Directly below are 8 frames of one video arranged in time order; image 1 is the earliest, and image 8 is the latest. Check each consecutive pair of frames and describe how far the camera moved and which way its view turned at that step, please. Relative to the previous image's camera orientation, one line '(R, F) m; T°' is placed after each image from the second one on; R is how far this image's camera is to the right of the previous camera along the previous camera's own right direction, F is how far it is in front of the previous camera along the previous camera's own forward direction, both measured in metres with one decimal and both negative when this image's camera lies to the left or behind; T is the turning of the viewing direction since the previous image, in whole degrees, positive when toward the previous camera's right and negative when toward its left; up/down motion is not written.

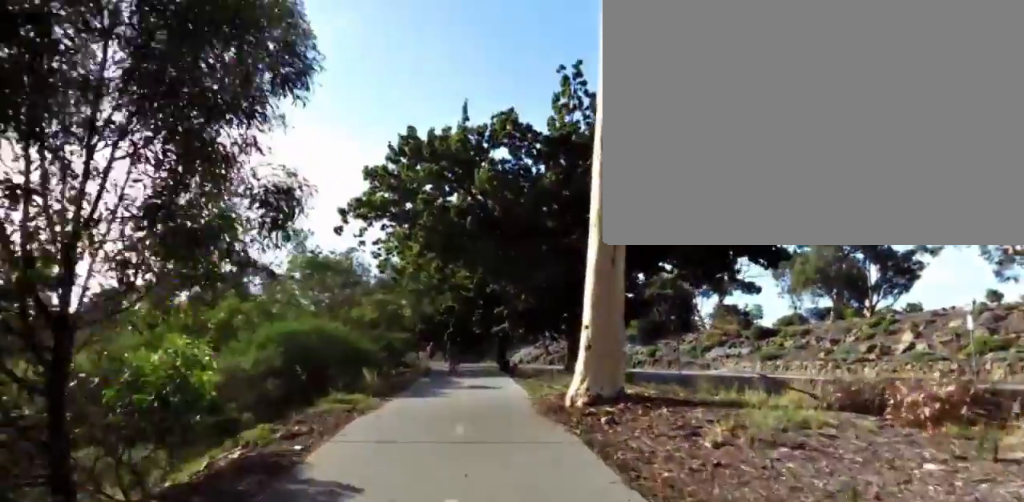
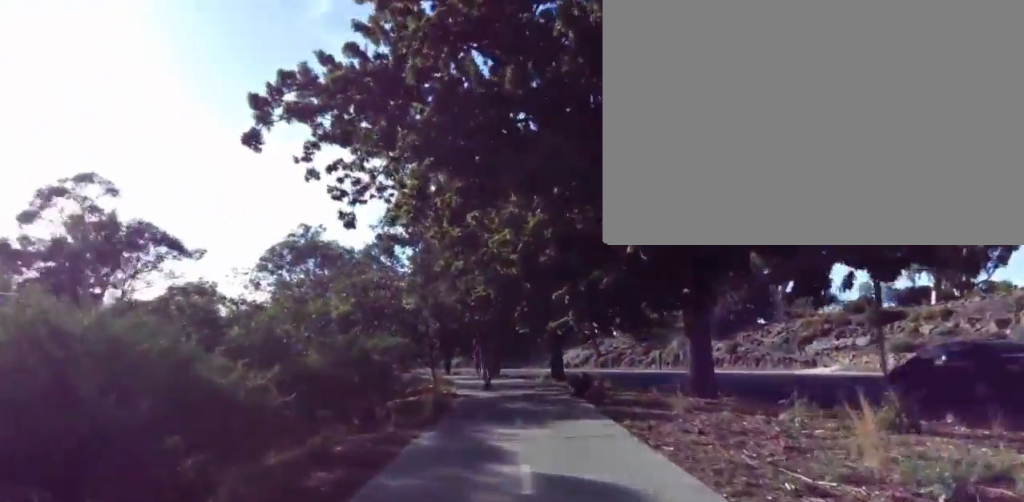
(-1.5, +8.8) m; -4°
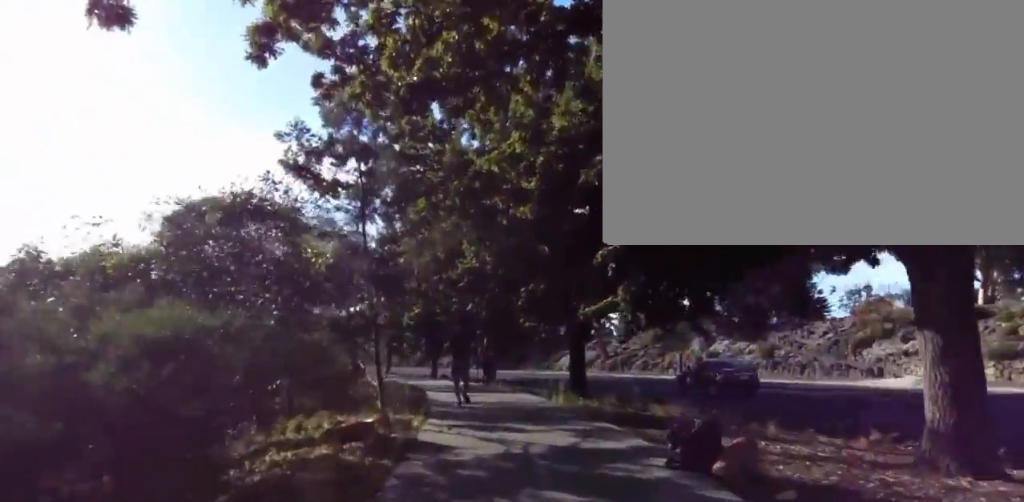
(+1.8, +7.4) m; +6°
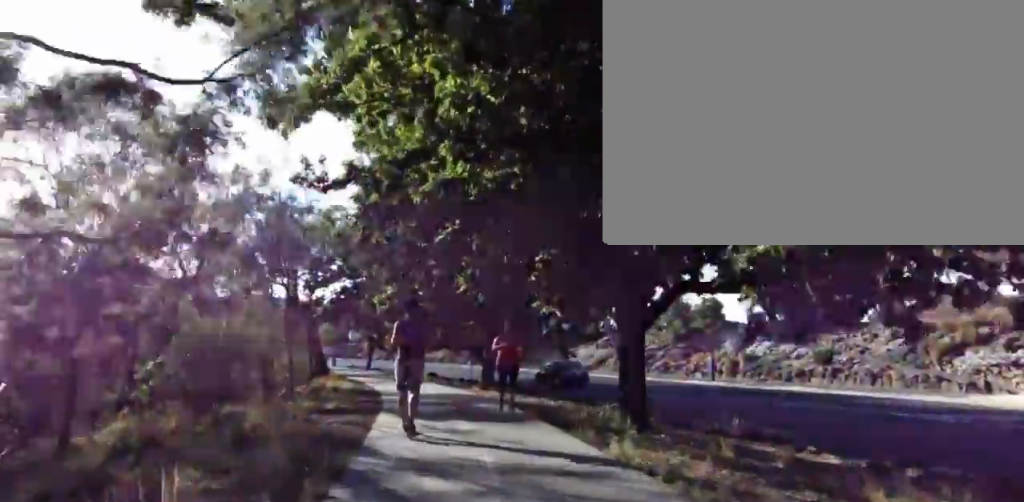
(-1.4, +7.7) m; -15°
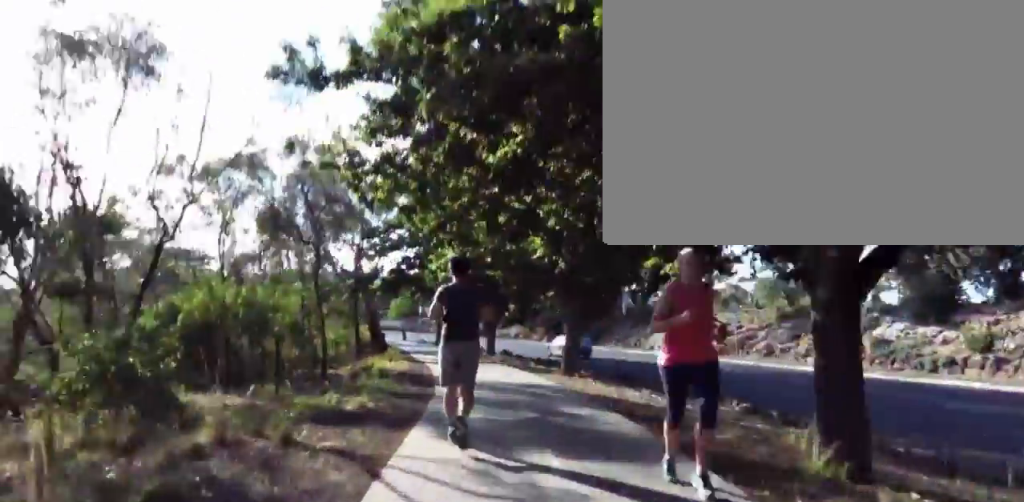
(-0.6, +4.3) m; -1°
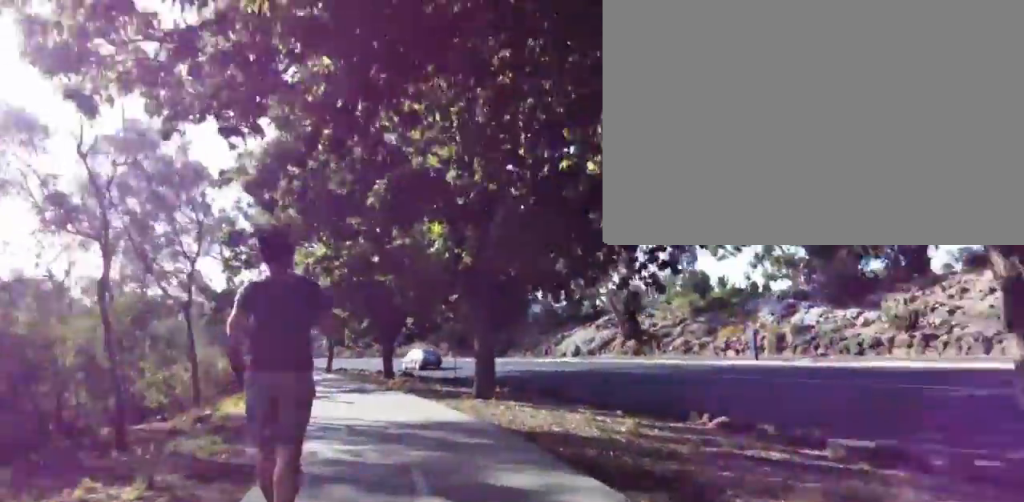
(+0.5, +3.4) m; +5°
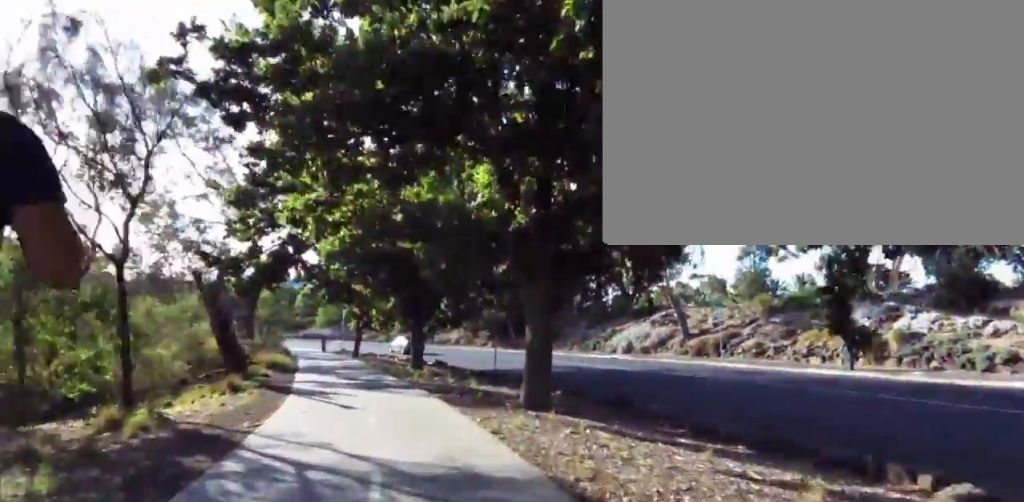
(+0.2, +3.9) m; +1°
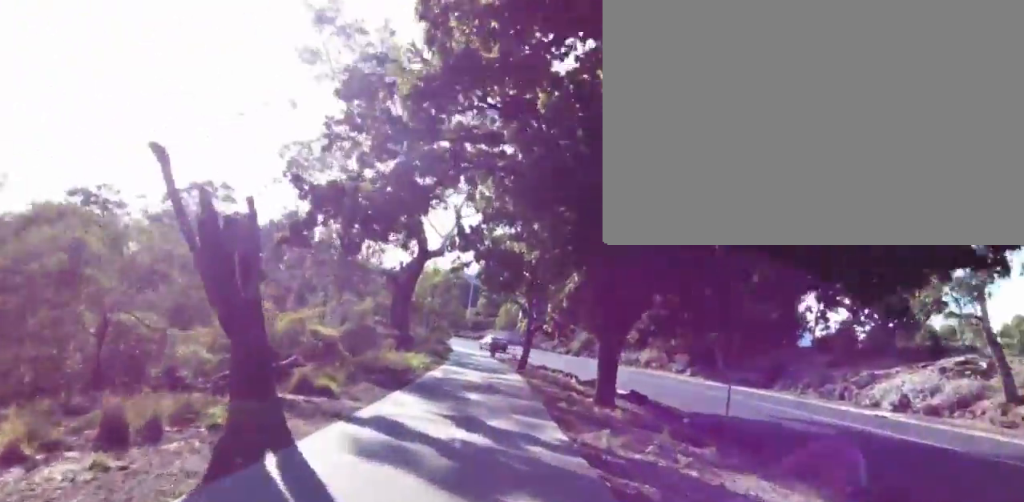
(-0.8, +8.2) m; -21°
